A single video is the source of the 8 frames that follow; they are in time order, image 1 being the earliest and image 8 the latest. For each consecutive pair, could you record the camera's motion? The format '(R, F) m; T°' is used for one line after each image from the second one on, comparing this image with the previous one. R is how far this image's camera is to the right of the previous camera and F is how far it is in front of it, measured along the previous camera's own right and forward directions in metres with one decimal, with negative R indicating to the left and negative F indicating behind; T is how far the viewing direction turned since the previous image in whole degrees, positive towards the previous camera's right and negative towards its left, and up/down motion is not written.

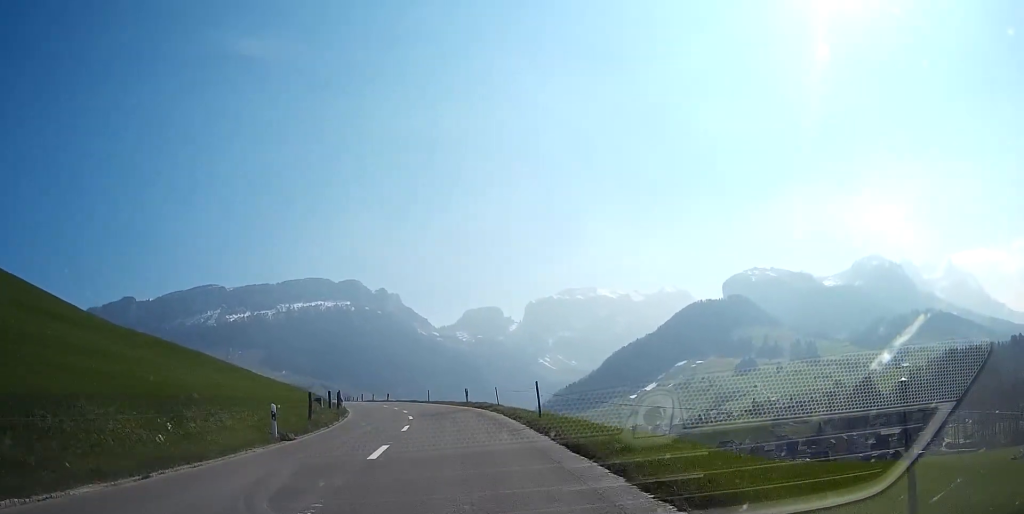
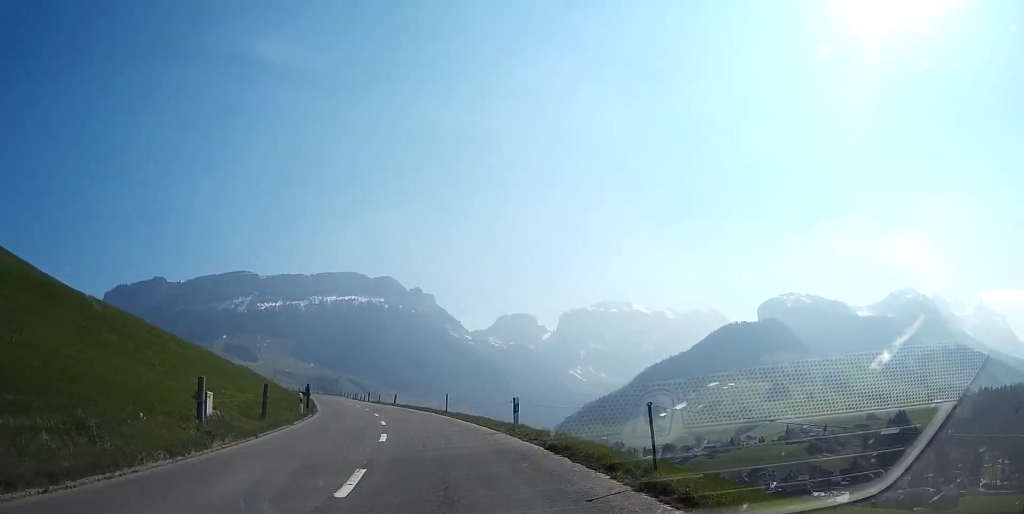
(-0.1, +22.3) m; -3°
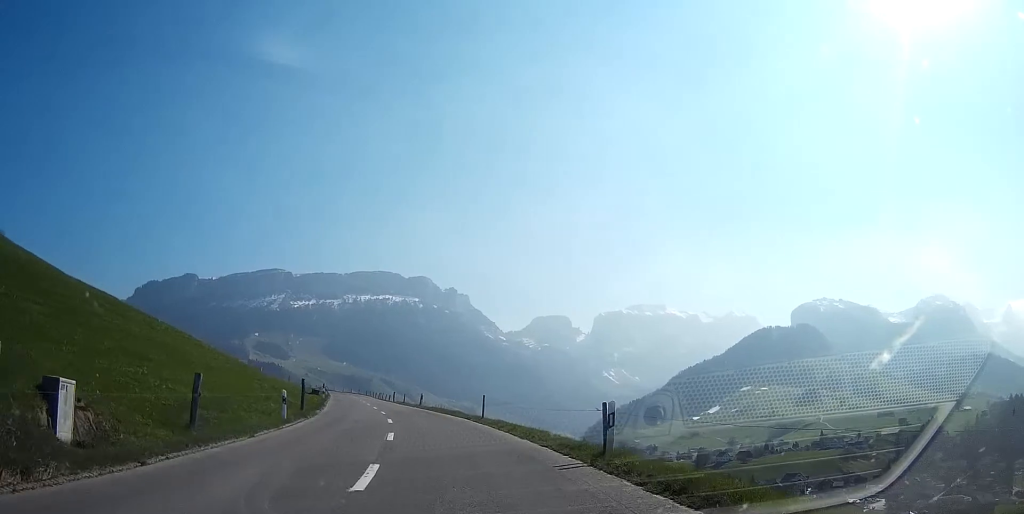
(-0.3, +9.2) m; -3°
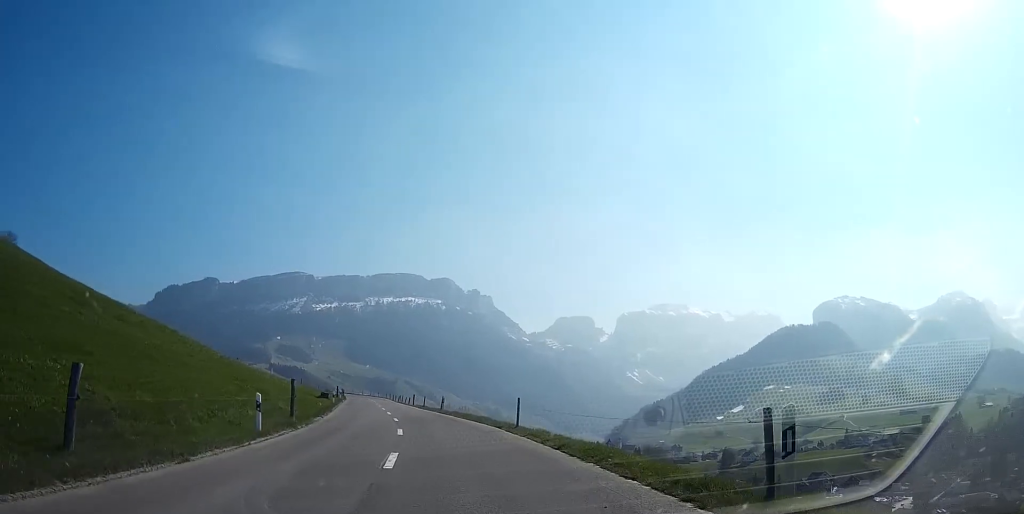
(0.0, +6.0) m; -2°
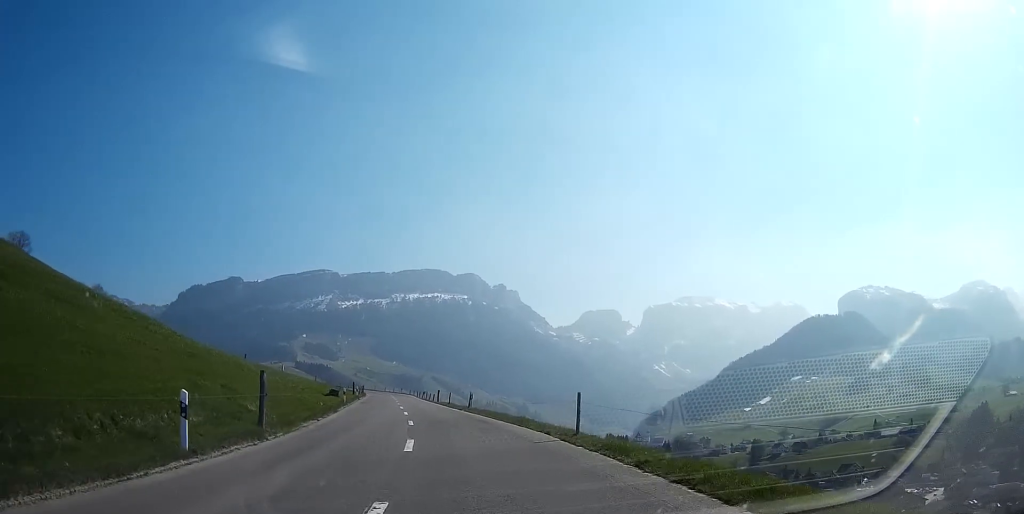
(-0.2, +7.0) m; -1°
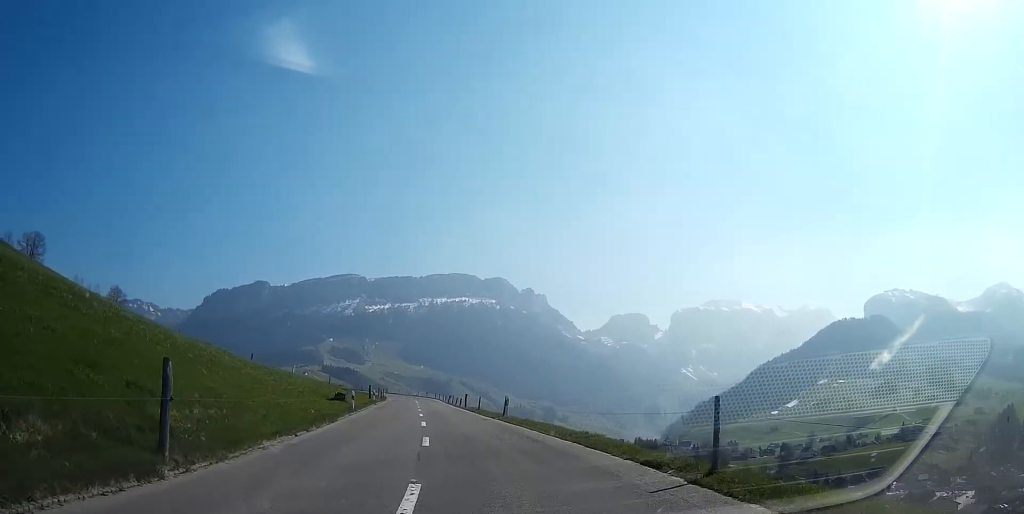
(-0.1, +7.6) m; -1°
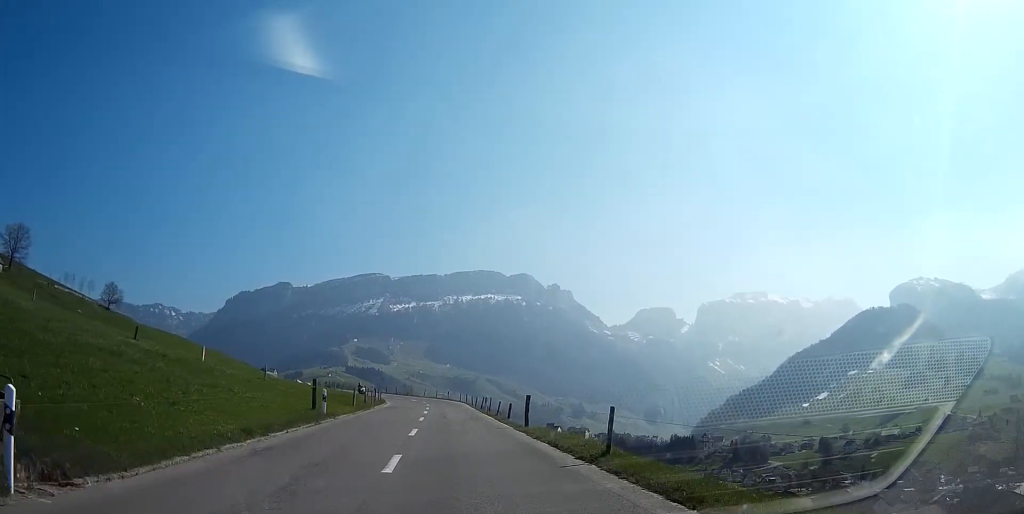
(-1.0, +32.1) m; -3°
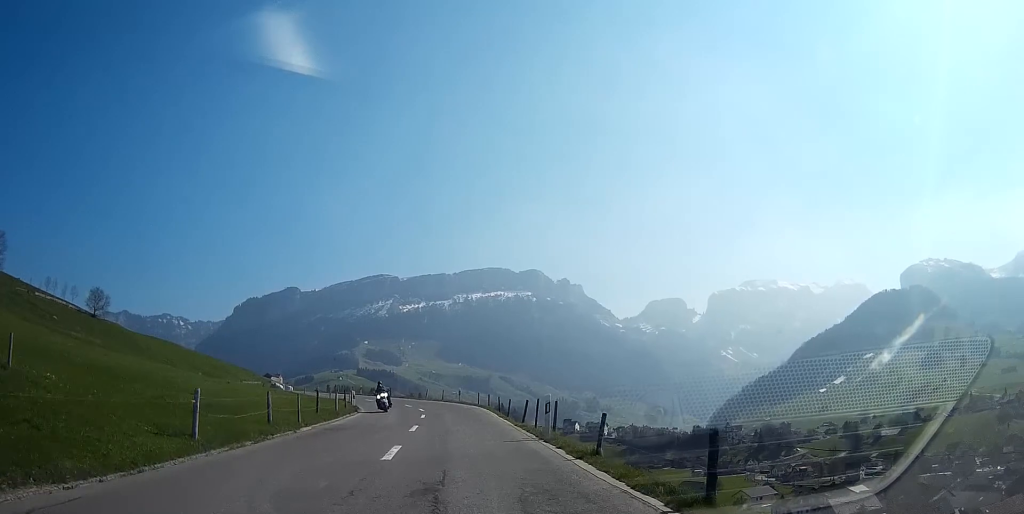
(-0.1, +24.3) m; -1°
